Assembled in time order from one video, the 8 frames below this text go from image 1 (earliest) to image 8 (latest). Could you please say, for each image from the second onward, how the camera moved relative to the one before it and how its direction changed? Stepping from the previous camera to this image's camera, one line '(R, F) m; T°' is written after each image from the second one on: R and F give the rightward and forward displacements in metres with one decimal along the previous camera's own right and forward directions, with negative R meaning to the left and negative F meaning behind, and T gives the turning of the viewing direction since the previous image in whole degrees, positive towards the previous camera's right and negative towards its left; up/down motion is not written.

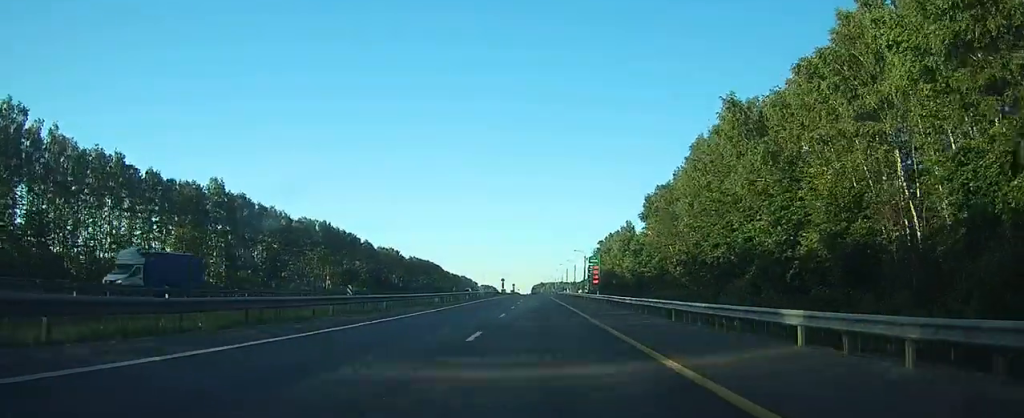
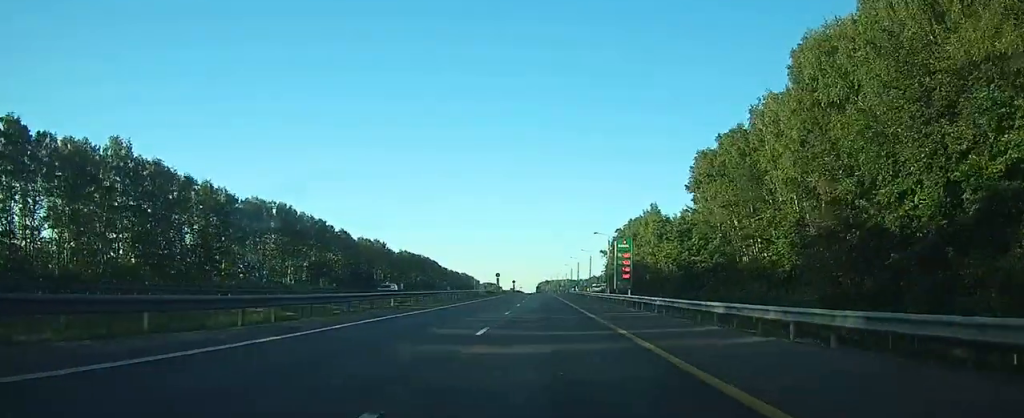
(+0.2, +35.3) m; 0°
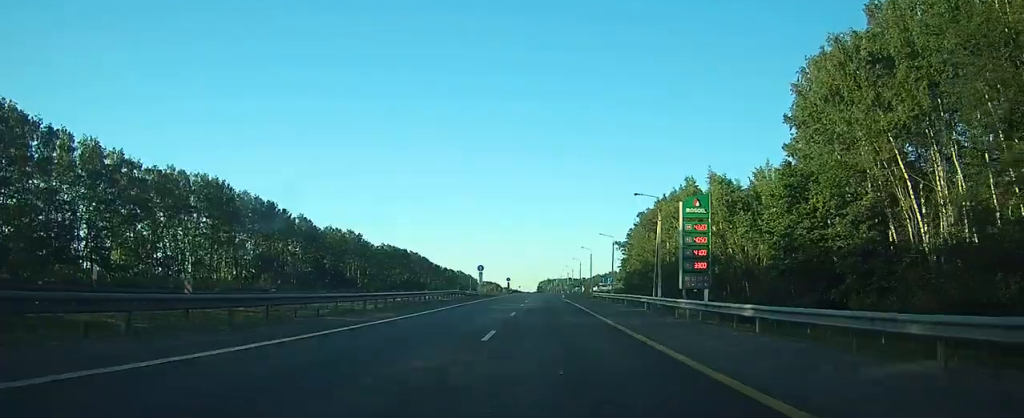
(-0.4, +37.0) m; -1°
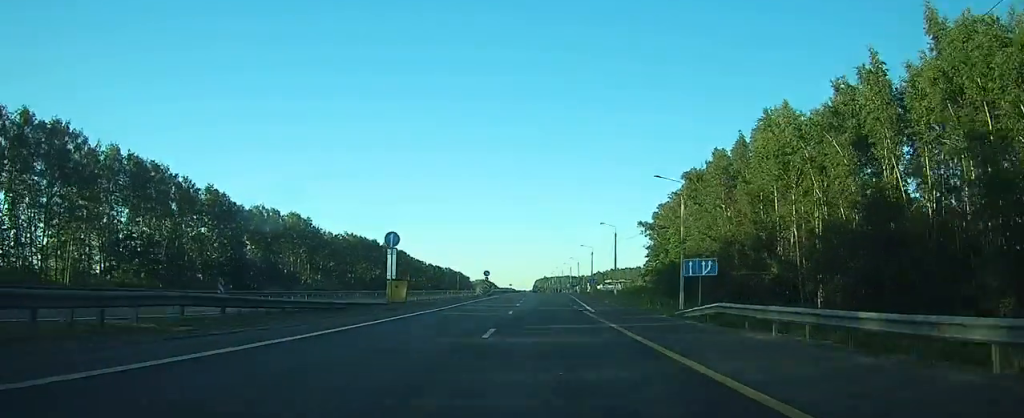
(-0.2, +47.2) m; 0°
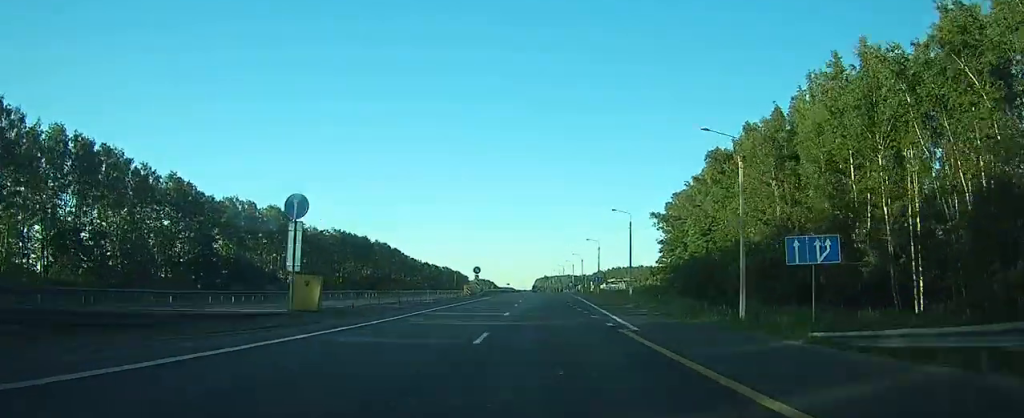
(0.0, +13.7) m; 0°
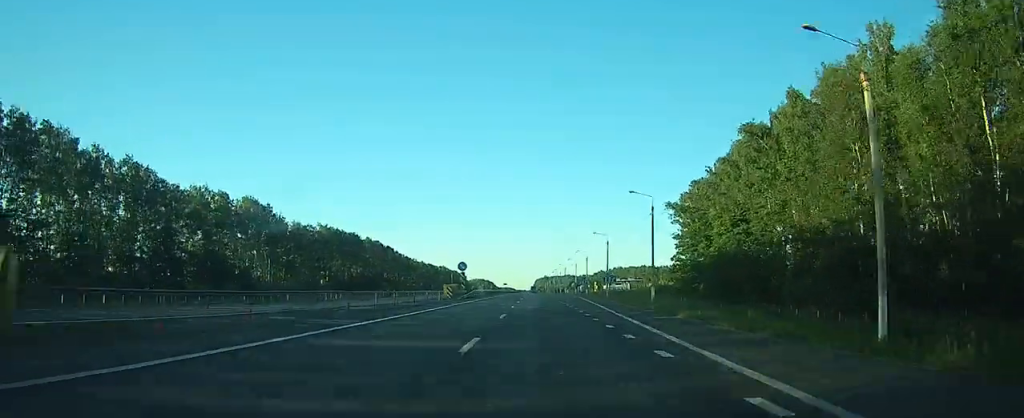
(0.0, +13.7) m; 0°
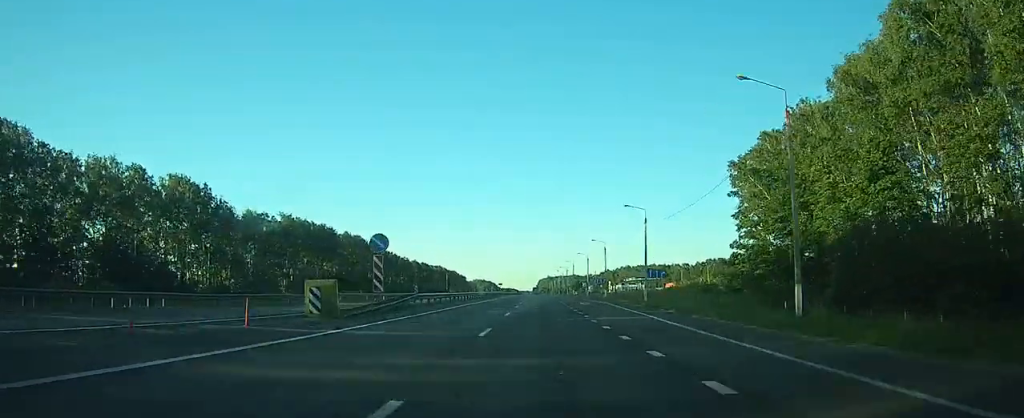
(+0.1, +31.8) m; 0°
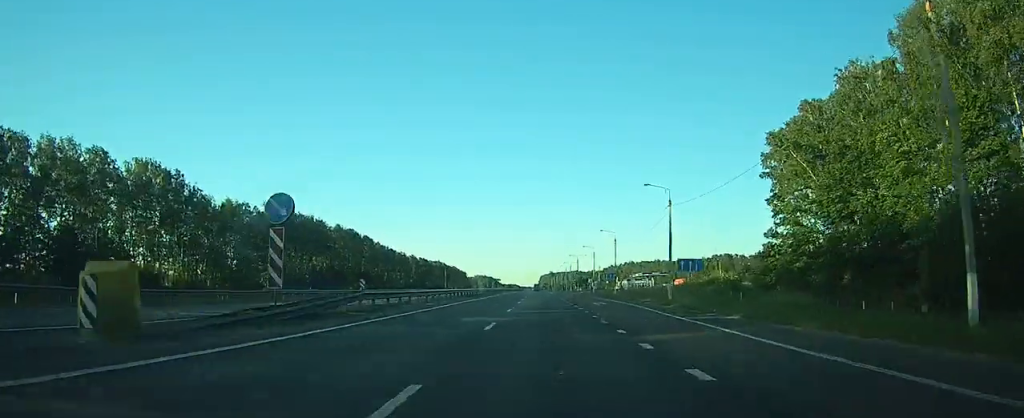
(0.0, +11.2) m; 0°
